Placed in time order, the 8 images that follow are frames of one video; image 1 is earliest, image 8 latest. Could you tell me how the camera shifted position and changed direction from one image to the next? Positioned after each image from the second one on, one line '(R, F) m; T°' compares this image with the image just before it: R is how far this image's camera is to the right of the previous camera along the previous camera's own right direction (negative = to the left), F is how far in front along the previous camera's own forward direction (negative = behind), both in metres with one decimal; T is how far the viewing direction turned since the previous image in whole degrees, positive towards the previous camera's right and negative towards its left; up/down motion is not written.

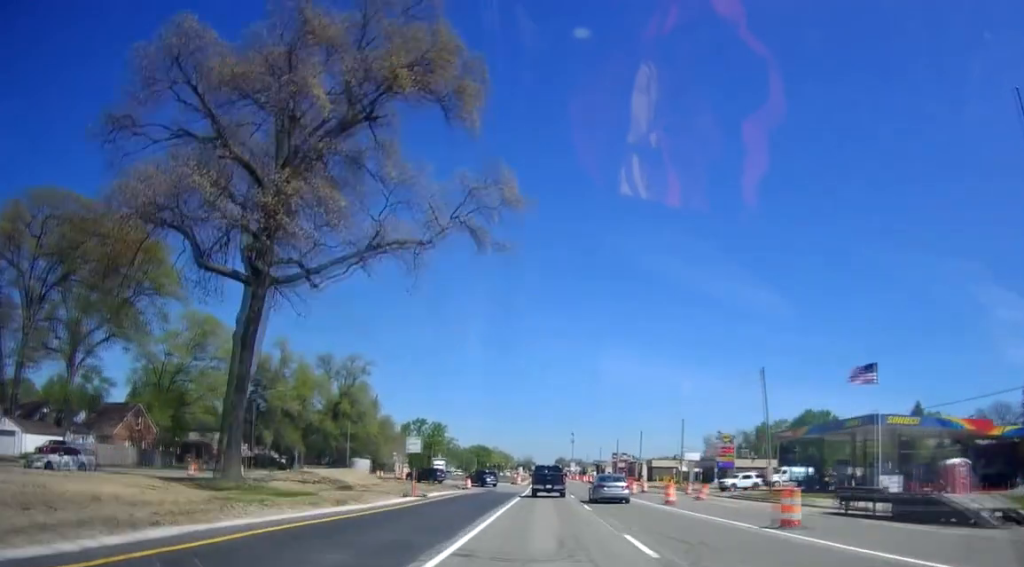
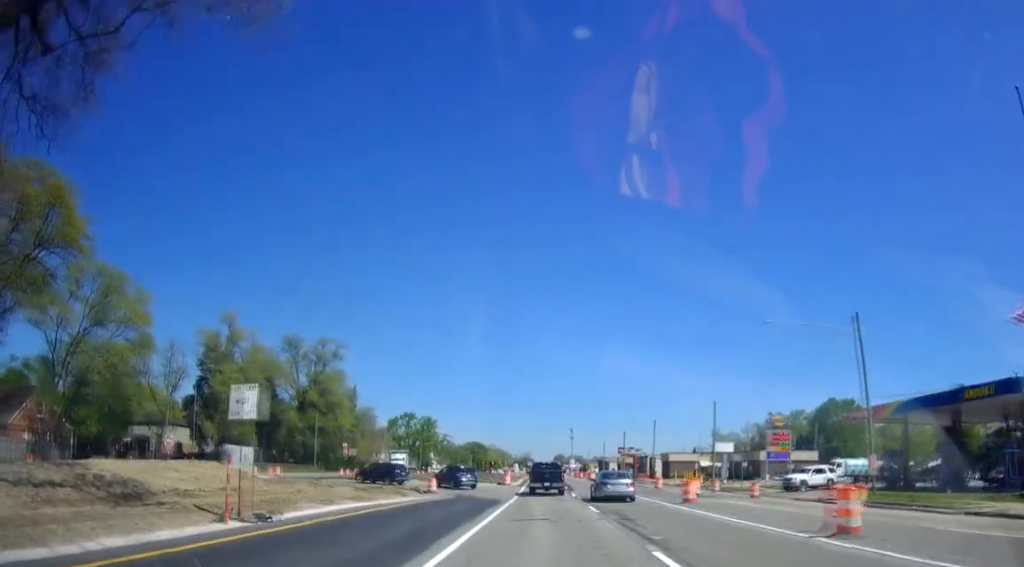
(-0.1, +18.5) m; 0°
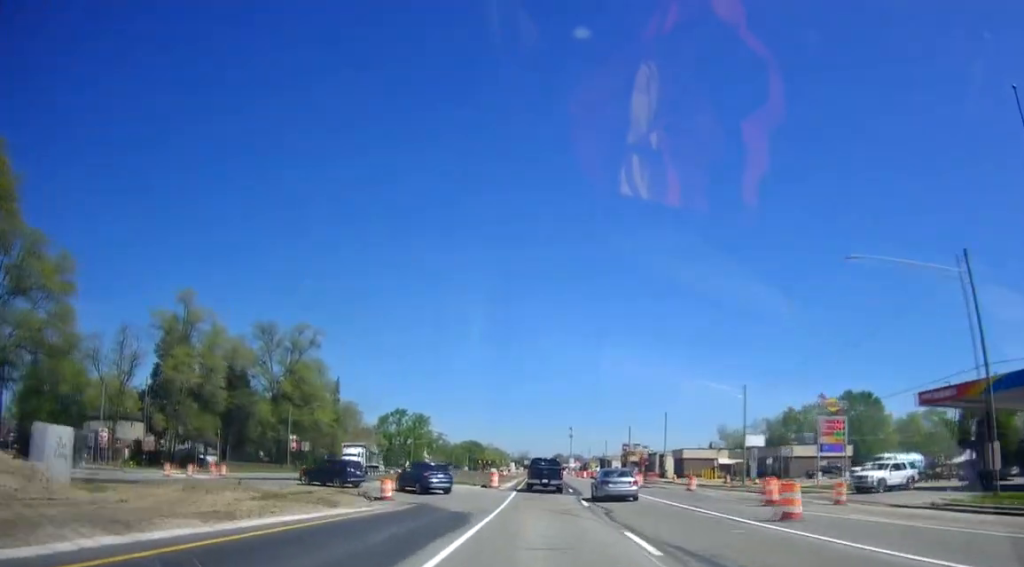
(+0.2, +12.1) m; +1°
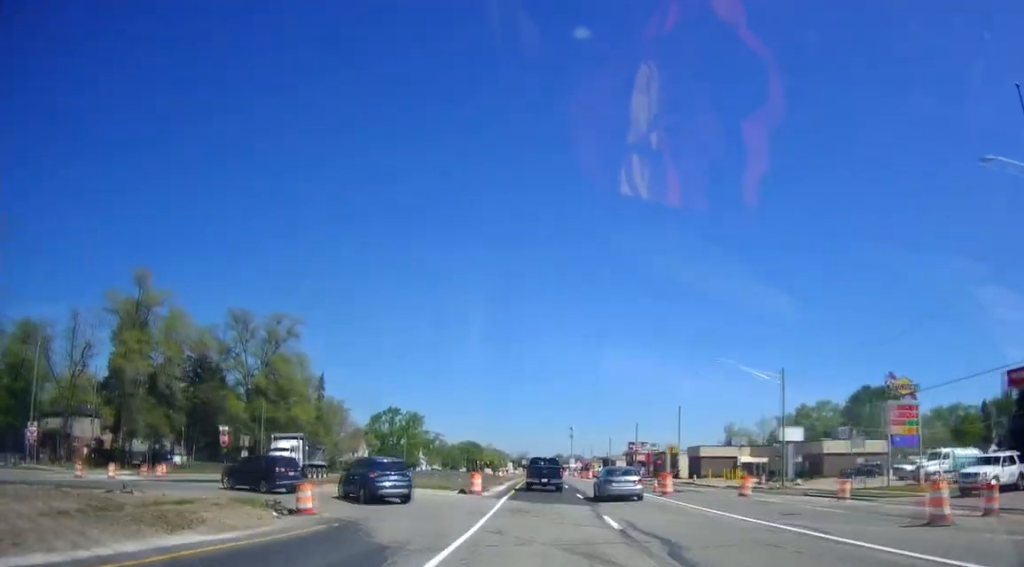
(0.0, +10.6) m; 0°
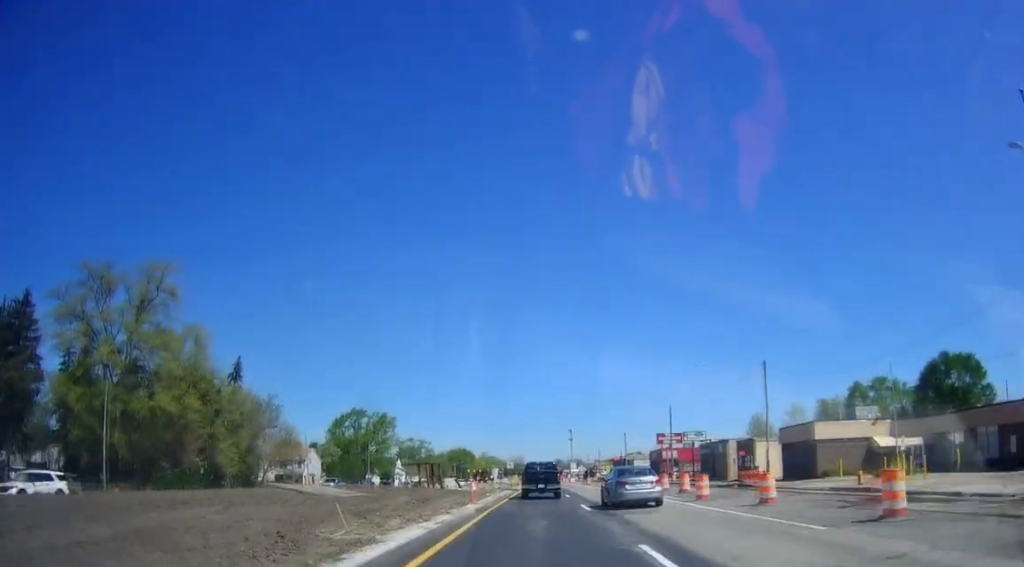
(-0.4, +38.5) m; -2°
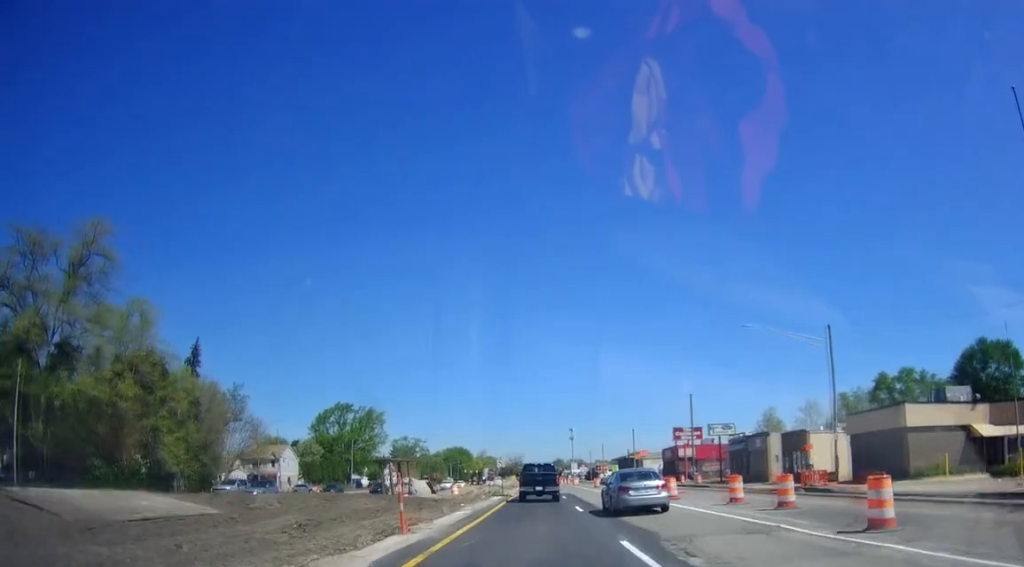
(-0.5, +13.9) m; 0°
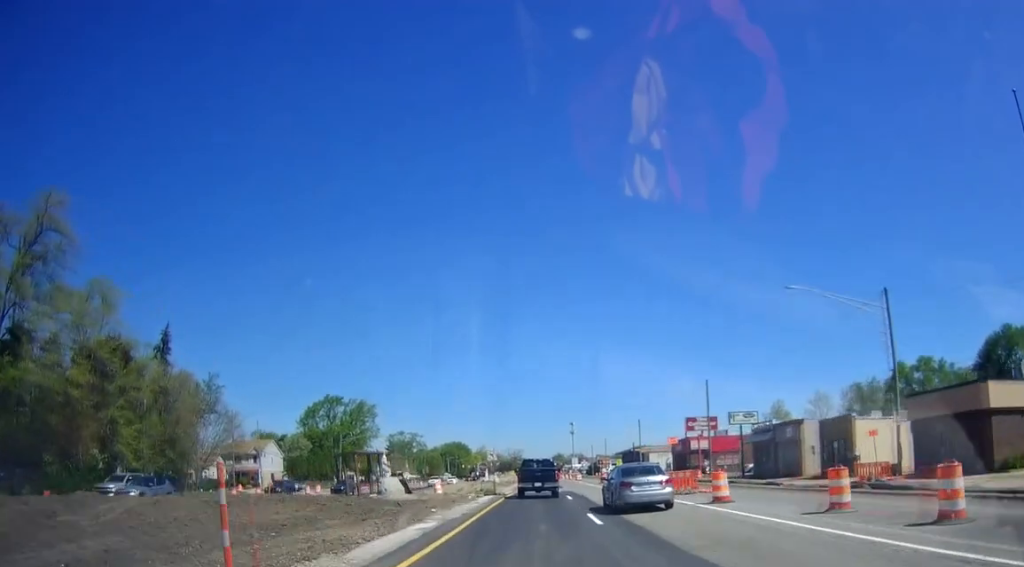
(+0.2, +8.2) m; +1°
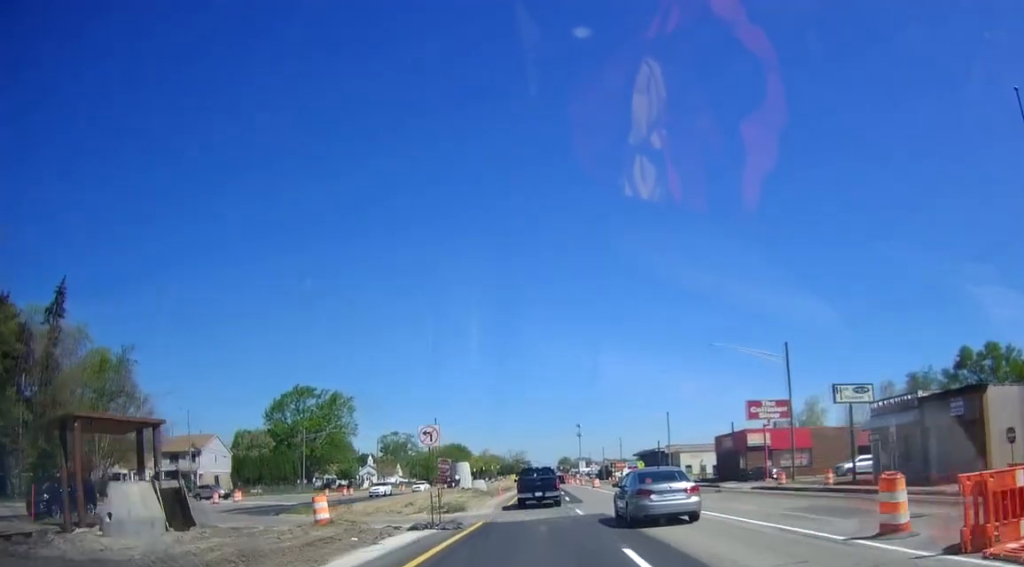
(+0.7, +23.7) m; +1°
